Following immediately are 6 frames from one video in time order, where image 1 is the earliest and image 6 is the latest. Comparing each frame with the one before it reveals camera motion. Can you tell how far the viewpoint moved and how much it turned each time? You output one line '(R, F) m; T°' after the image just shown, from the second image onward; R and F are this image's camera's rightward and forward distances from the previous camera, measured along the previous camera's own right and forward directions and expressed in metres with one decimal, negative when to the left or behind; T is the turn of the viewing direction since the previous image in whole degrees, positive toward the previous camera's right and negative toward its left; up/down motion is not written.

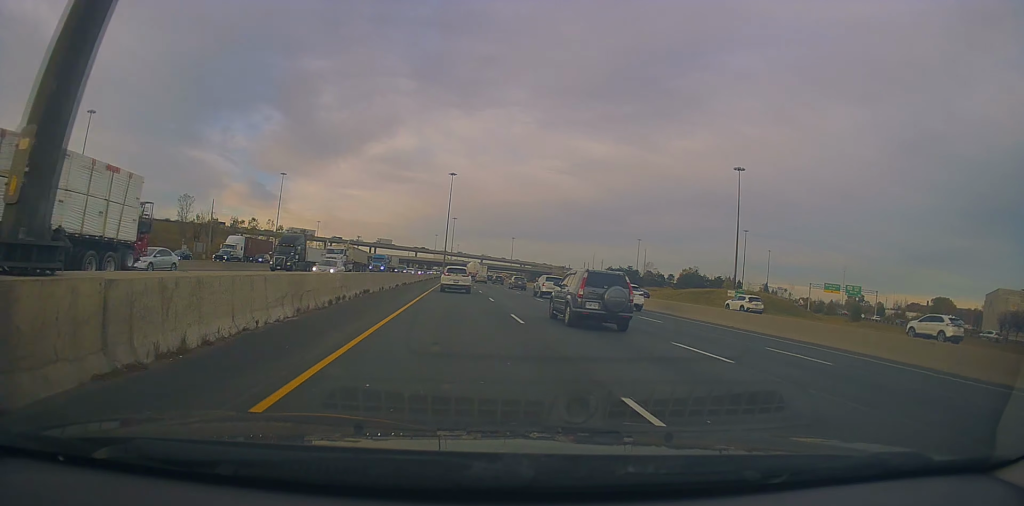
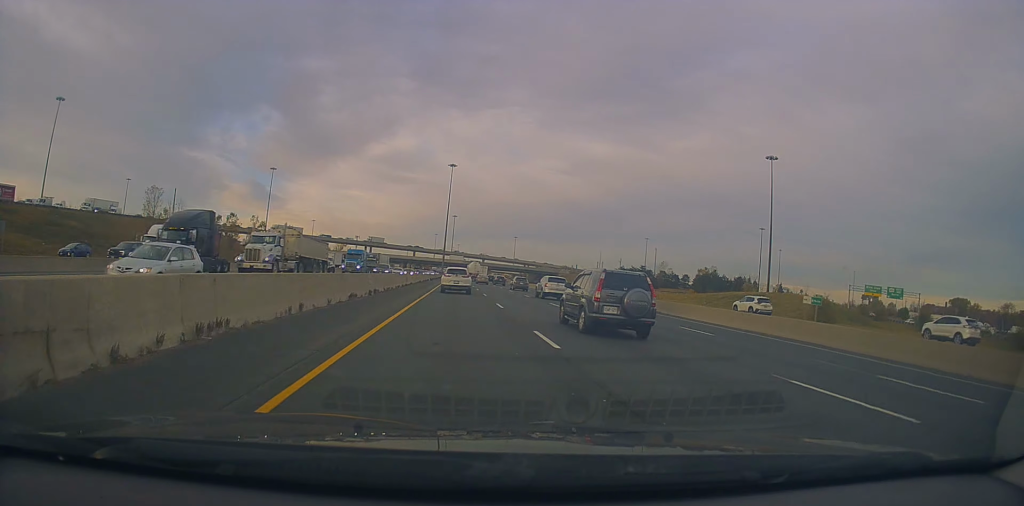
(+0.1, +17.3) m; 0°
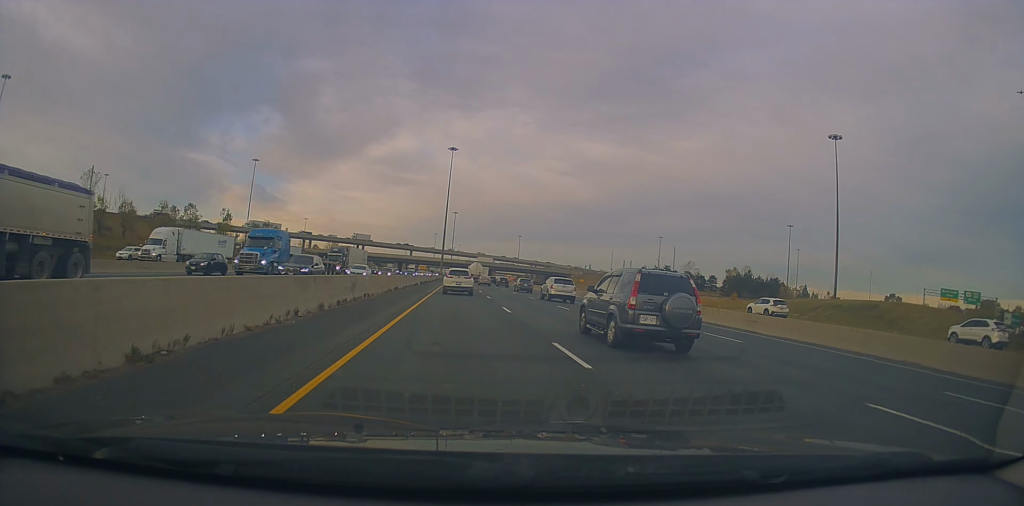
(0.0, +25.8) m; 0°
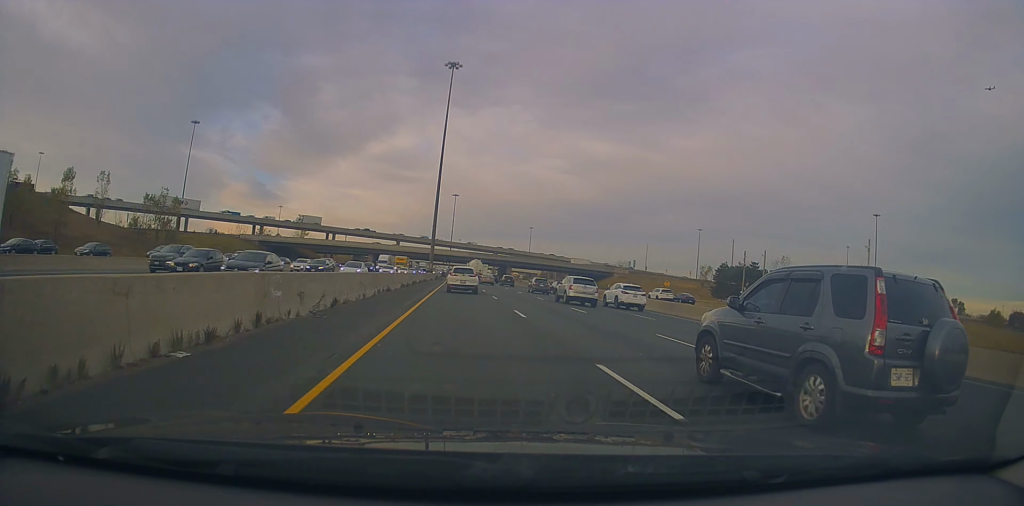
(-0.6, +63.6) m; -1°
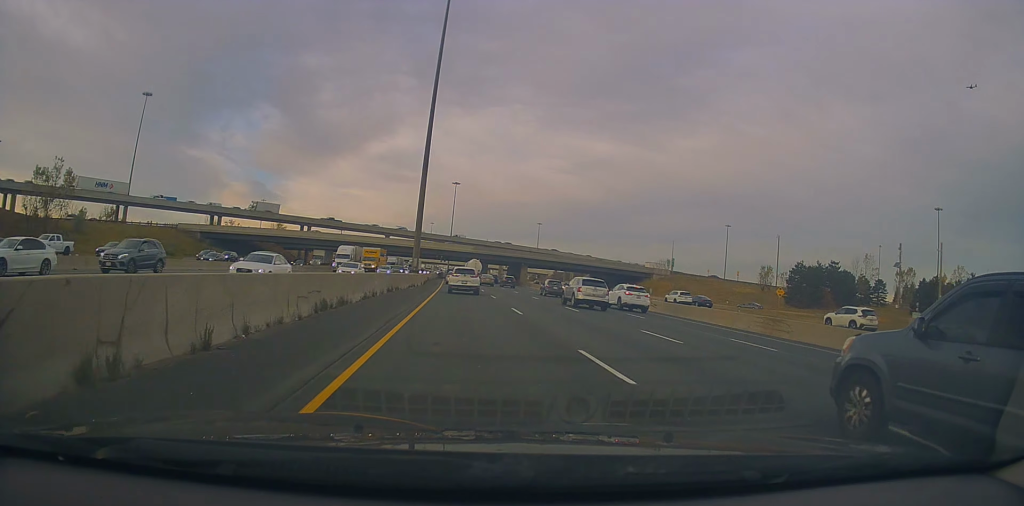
(-0.3, +35.8) m; +1°
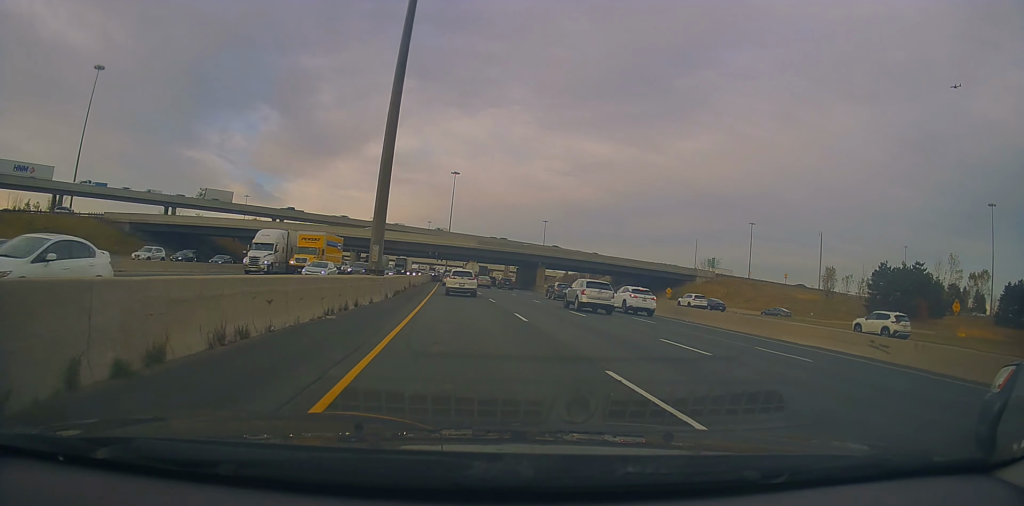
(+0.6, +26.7) m; +1°
